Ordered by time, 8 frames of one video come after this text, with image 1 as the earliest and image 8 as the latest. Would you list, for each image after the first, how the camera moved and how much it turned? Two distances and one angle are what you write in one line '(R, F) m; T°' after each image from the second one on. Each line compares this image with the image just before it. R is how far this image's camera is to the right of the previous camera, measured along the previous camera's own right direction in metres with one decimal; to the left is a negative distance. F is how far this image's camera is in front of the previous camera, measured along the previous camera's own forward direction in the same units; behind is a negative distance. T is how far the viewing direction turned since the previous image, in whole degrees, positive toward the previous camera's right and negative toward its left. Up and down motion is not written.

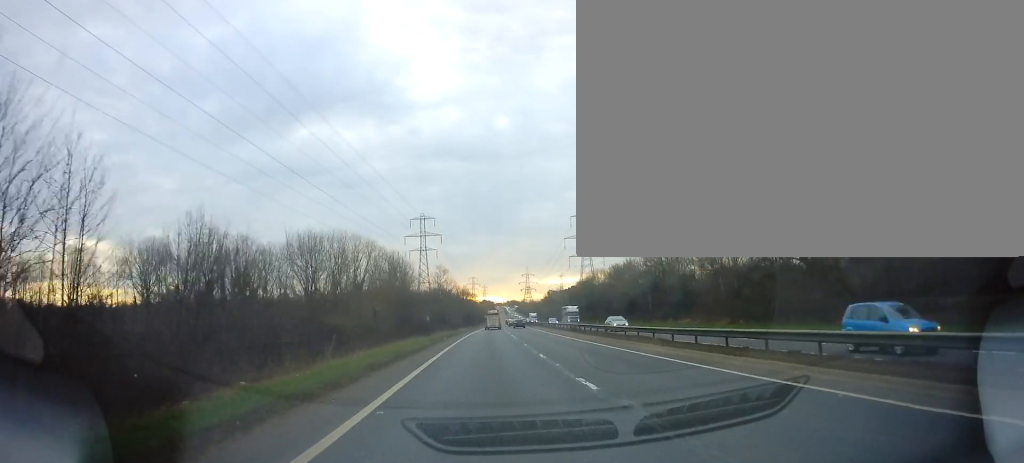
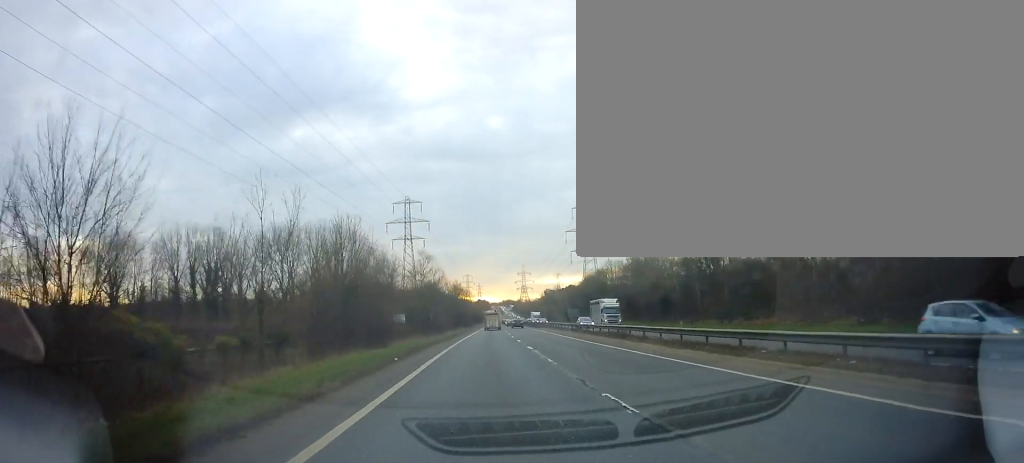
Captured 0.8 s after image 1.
(-0.2, +21.6) m; 0°
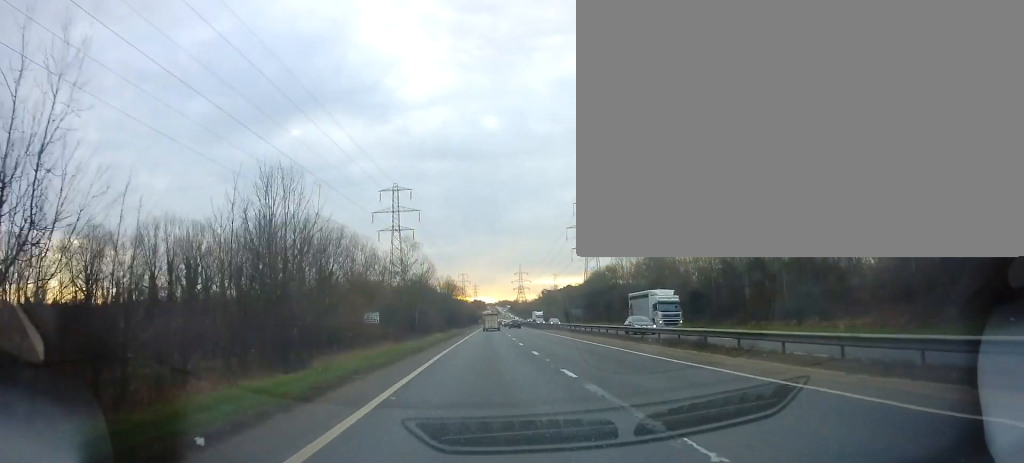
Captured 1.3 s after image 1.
(0.0, +13.7) m; +1°
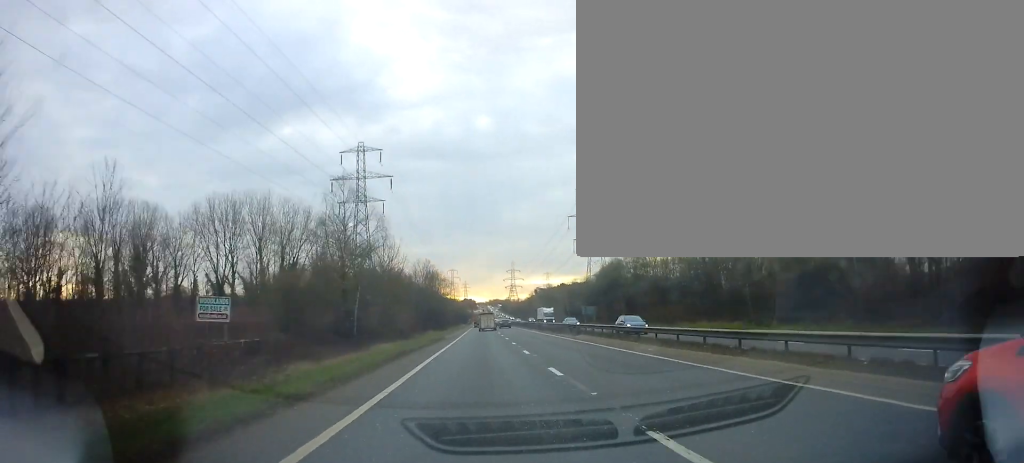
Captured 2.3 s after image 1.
(+0.4, +28.7) m; +1°
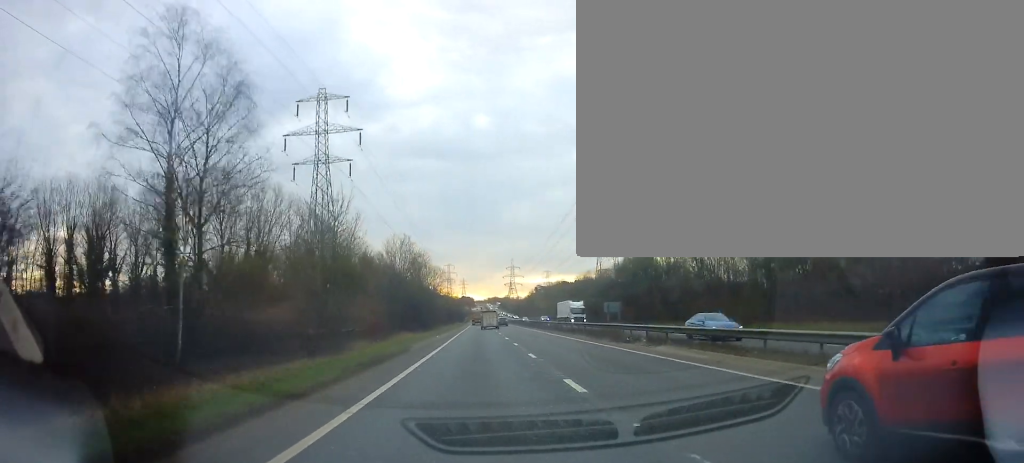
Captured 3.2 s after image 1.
(+0.2, +22.9) m; 0°
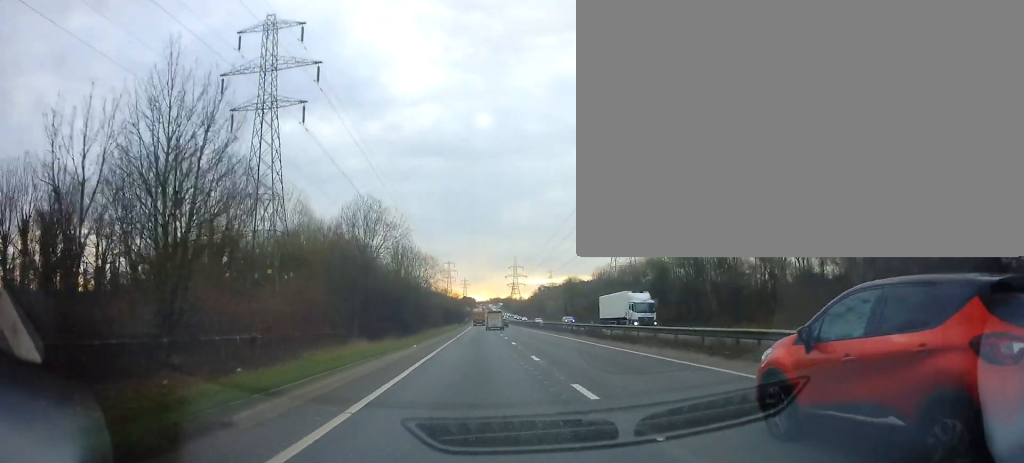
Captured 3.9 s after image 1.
(-0.2, +19.5) m; -1°
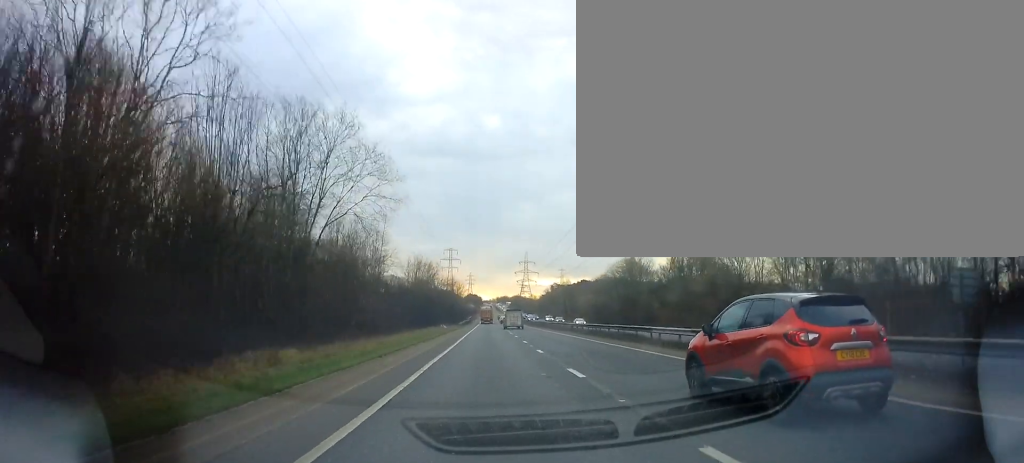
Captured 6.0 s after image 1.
(+0.1, +53.0) m; +1°
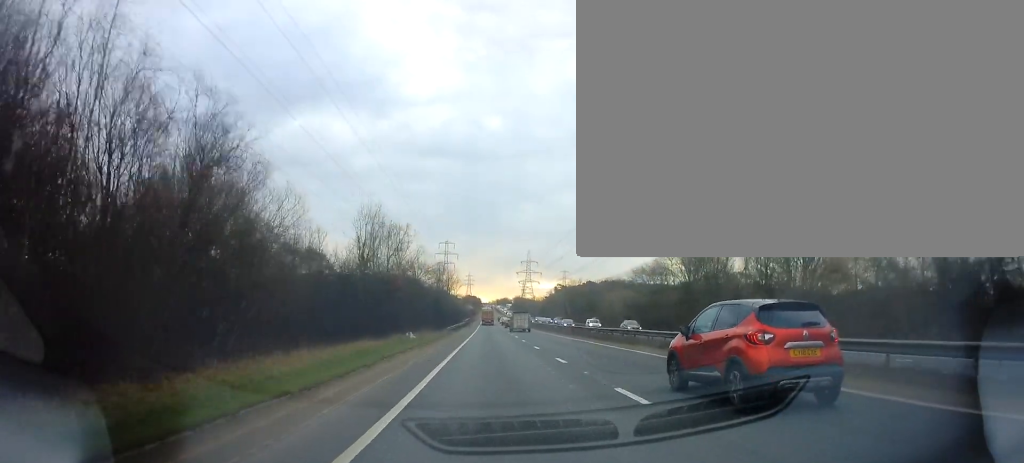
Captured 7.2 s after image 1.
(+0.2, +30.8) m; +1°
